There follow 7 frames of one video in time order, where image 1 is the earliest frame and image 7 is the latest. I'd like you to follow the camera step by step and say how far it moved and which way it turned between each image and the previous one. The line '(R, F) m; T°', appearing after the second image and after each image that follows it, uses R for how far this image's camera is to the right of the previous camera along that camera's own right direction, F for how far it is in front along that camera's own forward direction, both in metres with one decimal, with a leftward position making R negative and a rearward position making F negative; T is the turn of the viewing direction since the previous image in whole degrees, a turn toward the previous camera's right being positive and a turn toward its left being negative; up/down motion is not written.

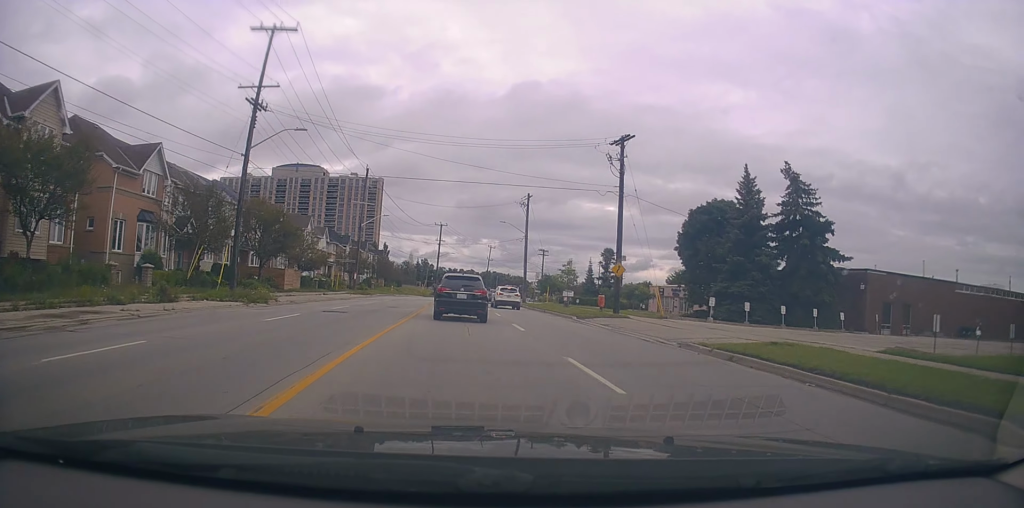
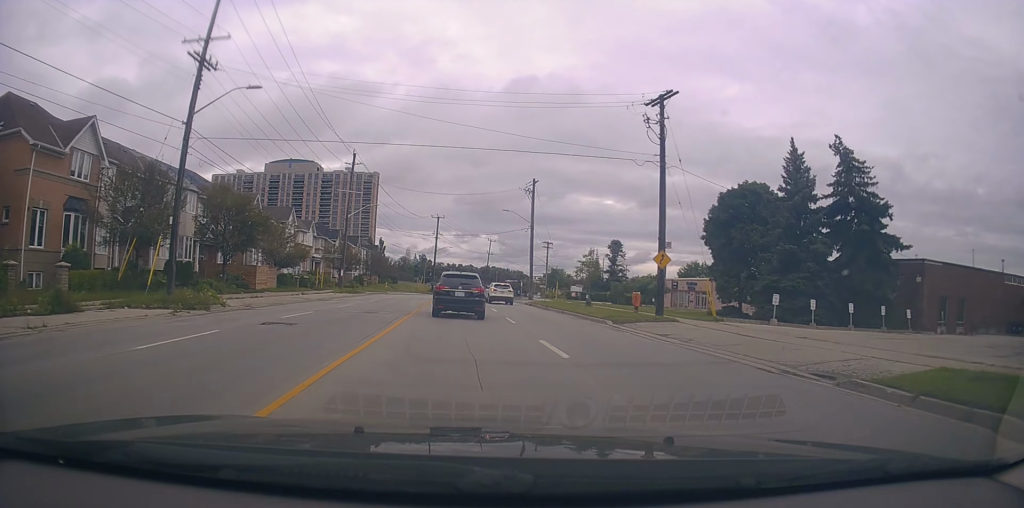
(0.0, +6.8) m; -1°
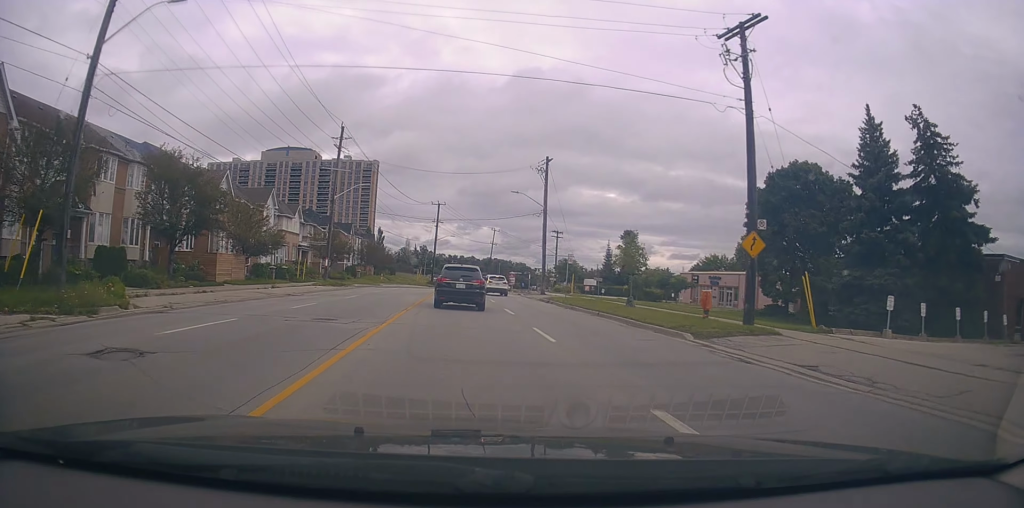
(-0.2, +7.6) m; -1°
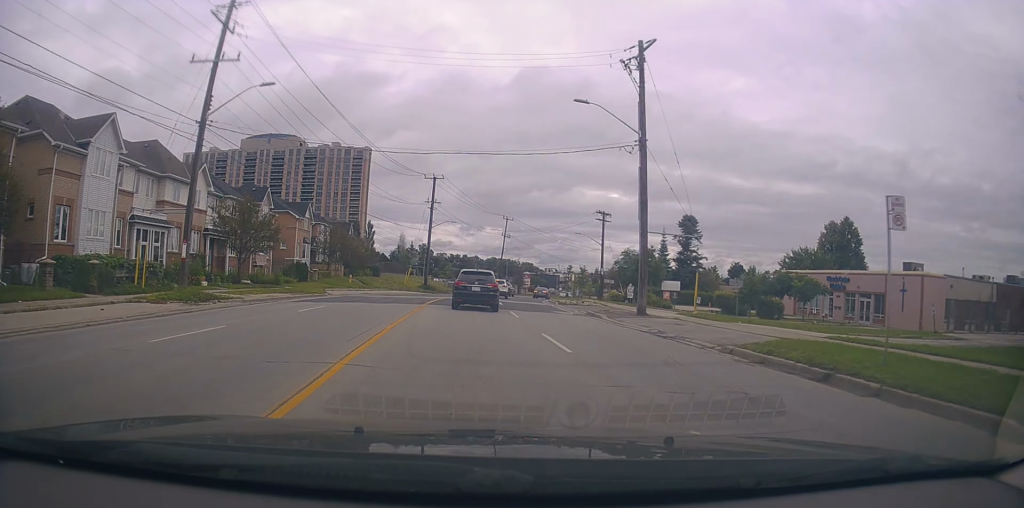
(+1.7, +28.0) m; +4°
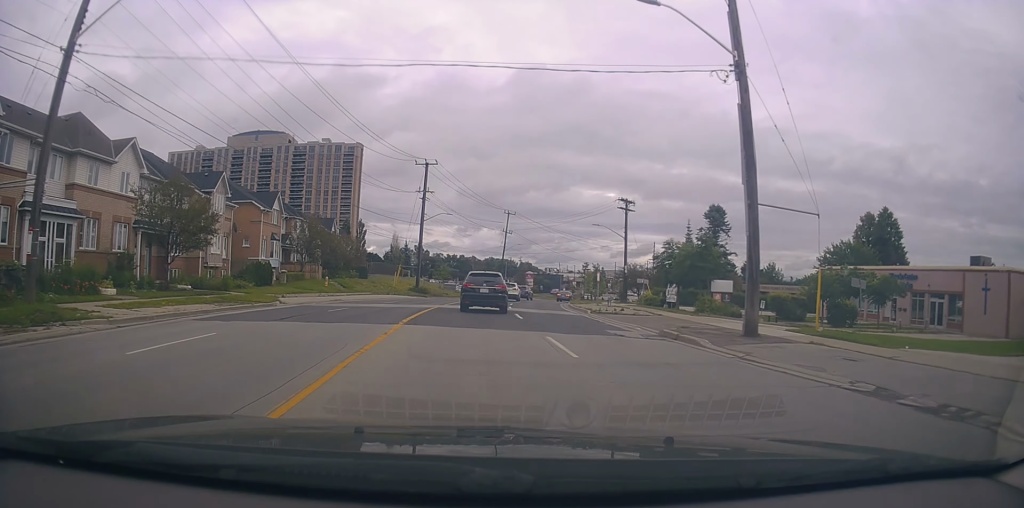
(-0.3, +10.0) m; -2°
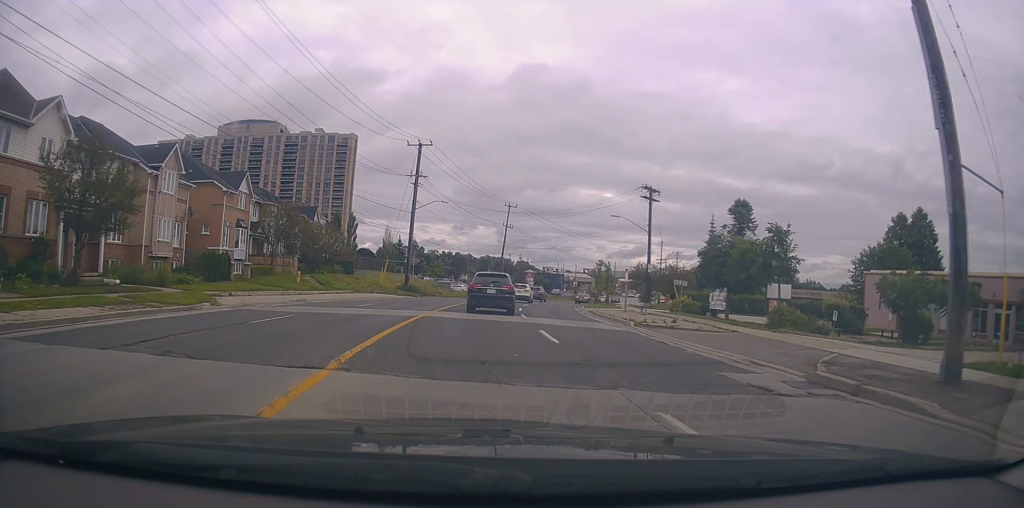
(-0.2, +7.8) m; 0°
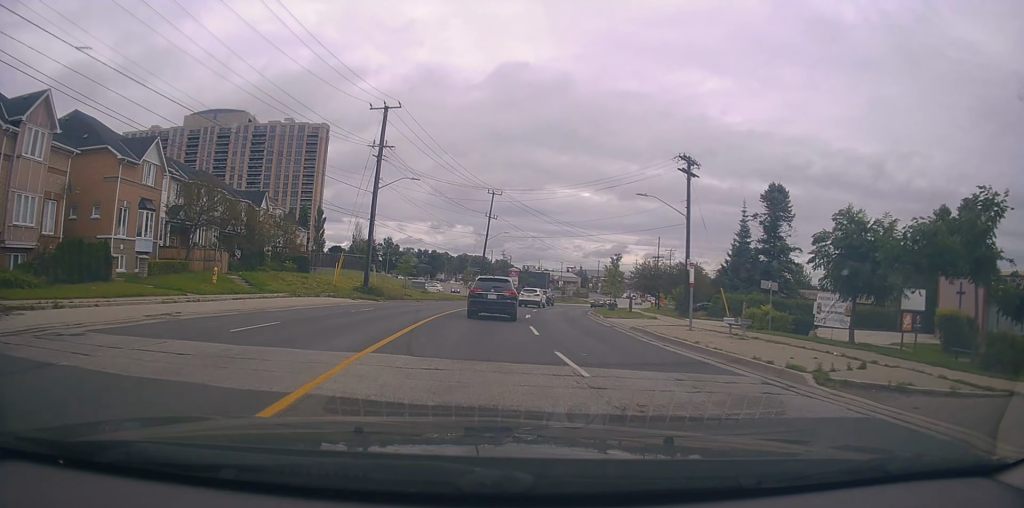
(+0.4, +12.3) m; +4°
